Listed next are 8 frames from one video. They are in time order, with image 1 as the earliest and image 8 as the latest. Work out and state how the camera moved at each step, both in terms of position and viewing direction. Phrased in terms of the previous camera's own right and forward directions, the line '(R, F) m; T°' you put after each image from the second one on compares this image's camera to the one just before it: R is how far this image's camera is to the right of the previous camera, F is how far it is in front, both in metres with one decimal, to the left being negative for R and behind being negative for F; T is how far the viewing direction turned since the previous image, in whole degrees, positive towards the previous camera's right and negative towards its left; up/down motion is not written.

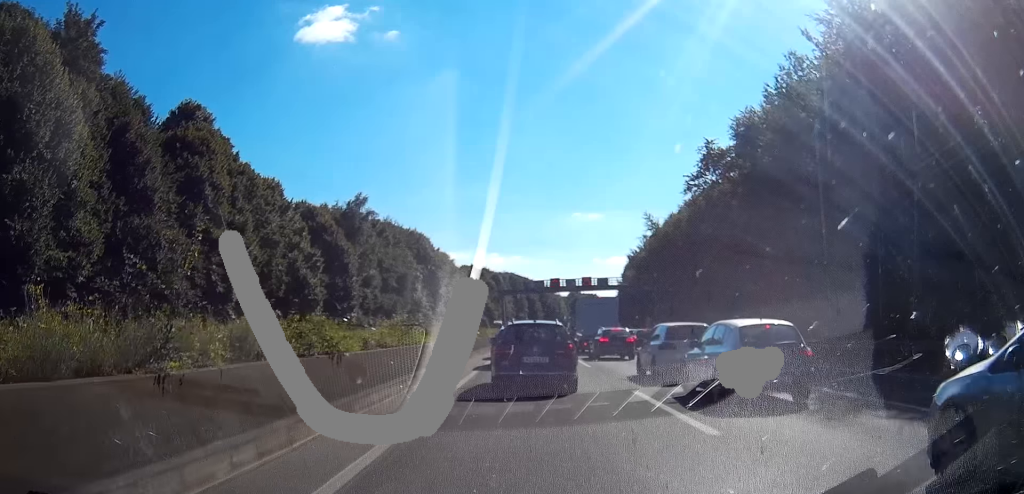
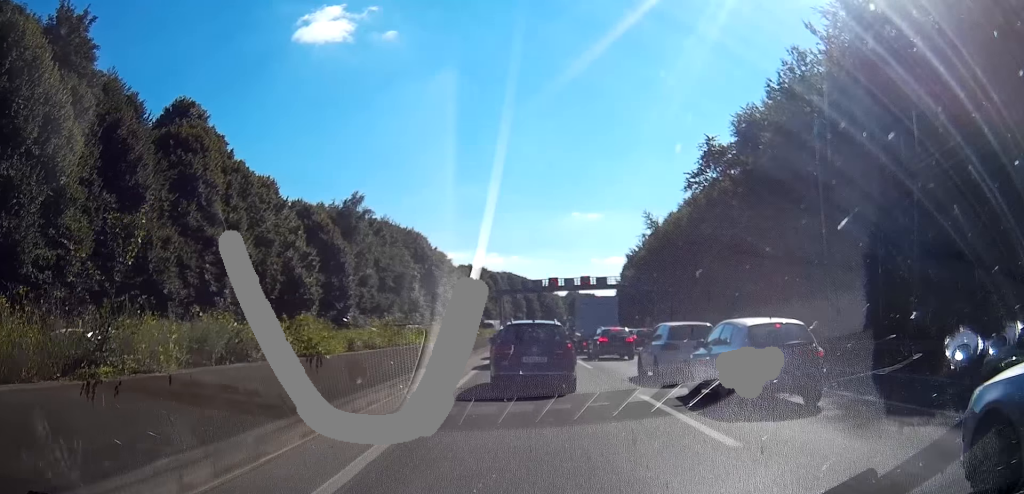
(0.0, +1.1) m; -1°
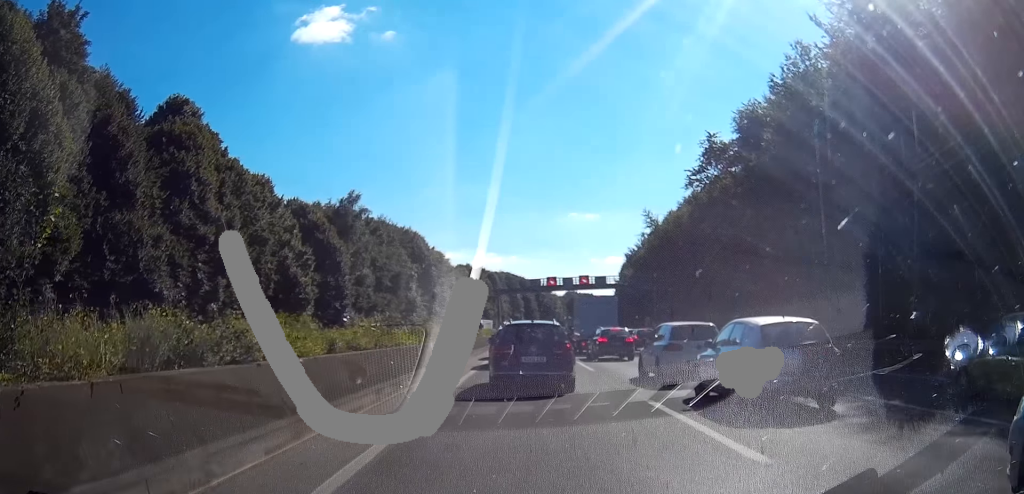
(0.0, +1.4) m; 0°
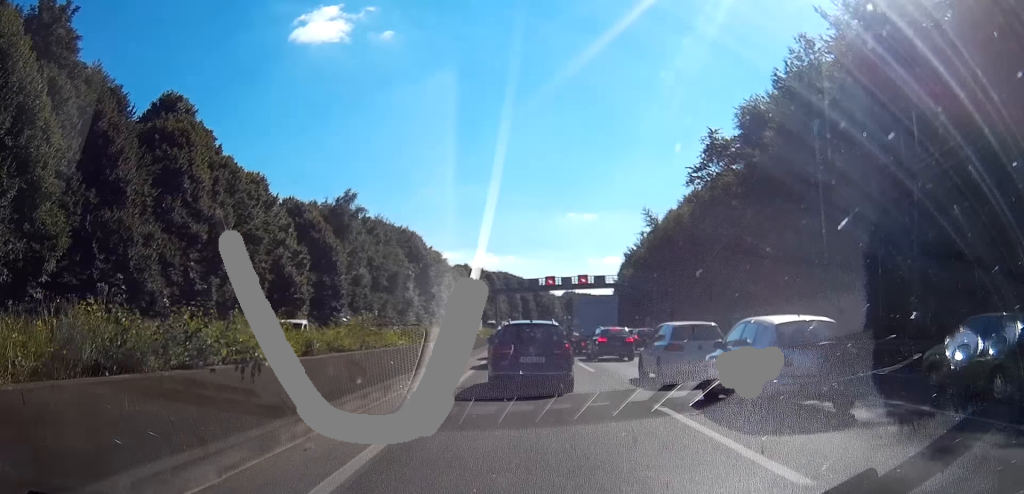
(0.0, +1.4) m; +1°
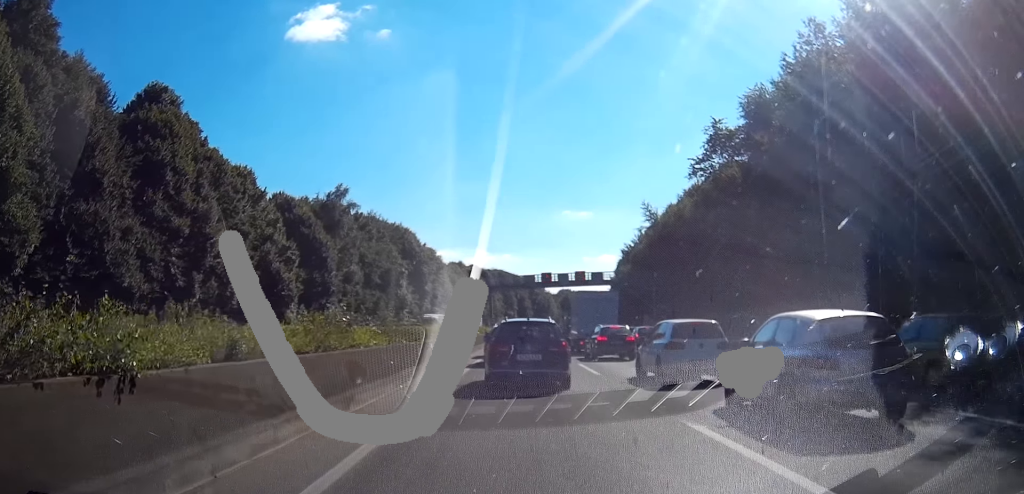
(0.0, +3.1) m; -2°
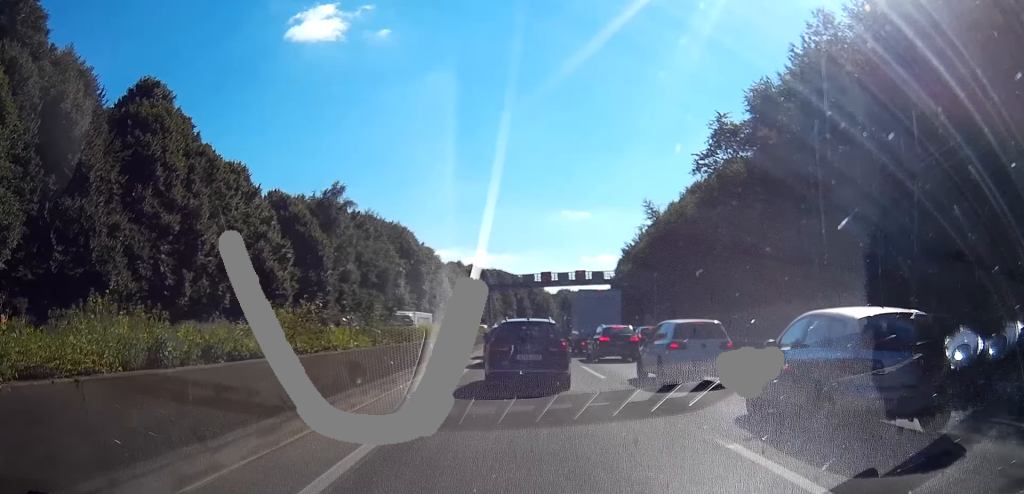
(-0.1, +1.8) m; -4°
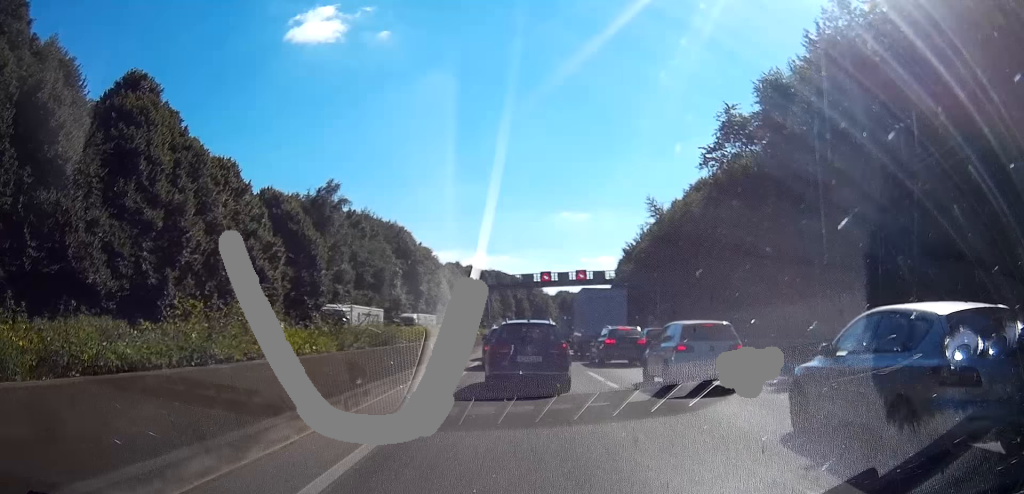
(-0.1, +2.9) m; 0°
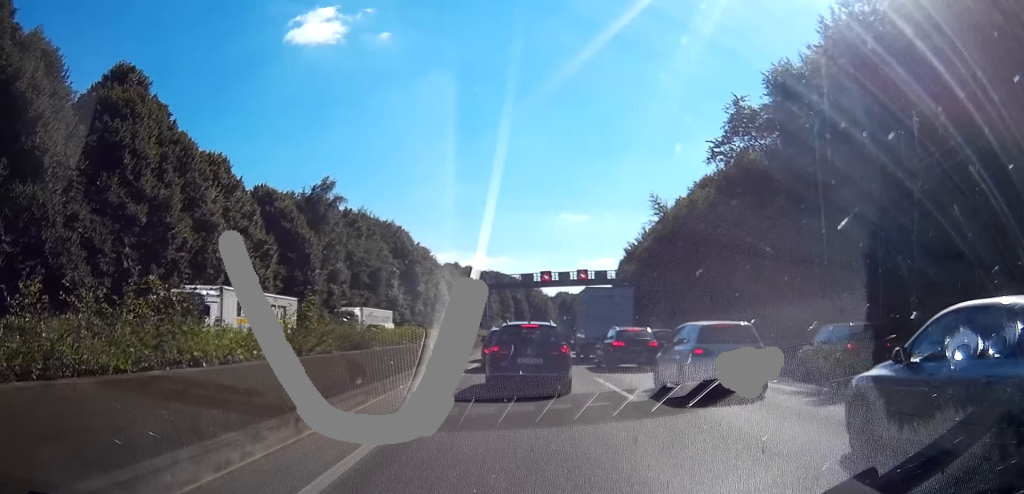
(0.0, +2.5) m; -3°
